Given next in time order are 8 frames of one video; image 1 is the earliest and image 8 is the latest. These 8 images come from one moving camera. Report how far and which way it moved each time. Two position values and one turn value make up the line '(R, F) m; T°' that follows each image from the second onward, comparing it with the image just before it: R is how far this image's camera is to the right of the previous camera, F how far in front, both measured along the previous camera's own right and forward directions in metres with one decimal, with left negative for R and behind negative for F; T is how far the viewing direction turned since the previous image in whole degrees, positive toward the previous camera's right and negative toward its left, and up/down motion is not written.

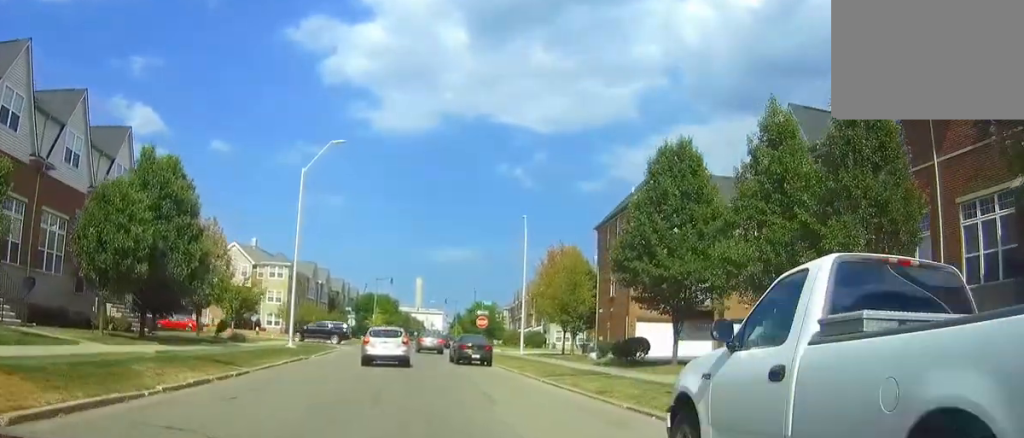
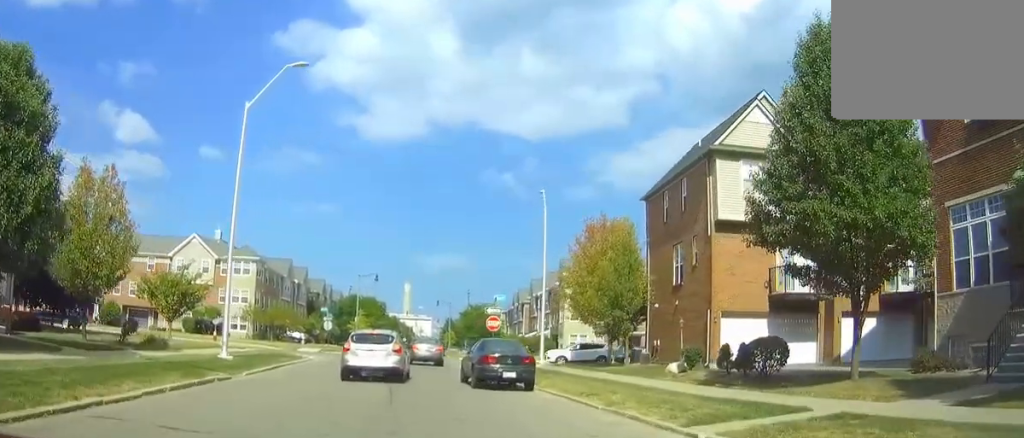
(+0.4, +12.3) m; +2°
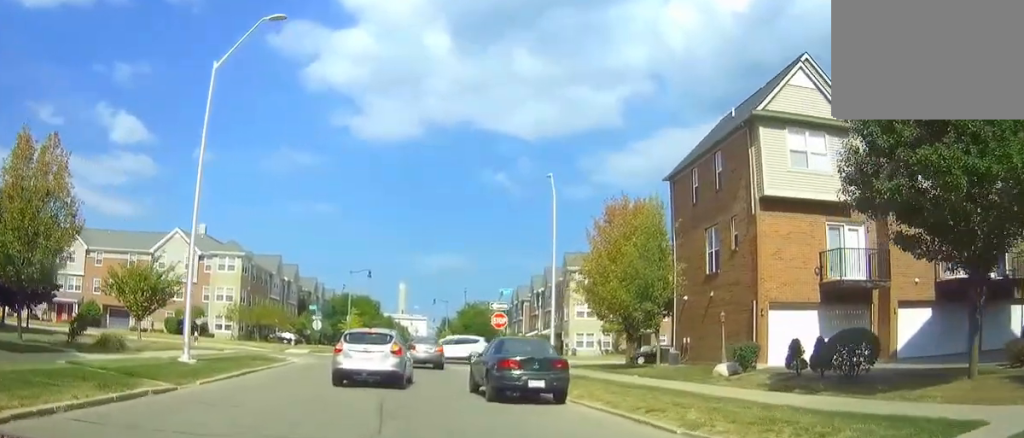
(-0.1, +4.0) m; 0°
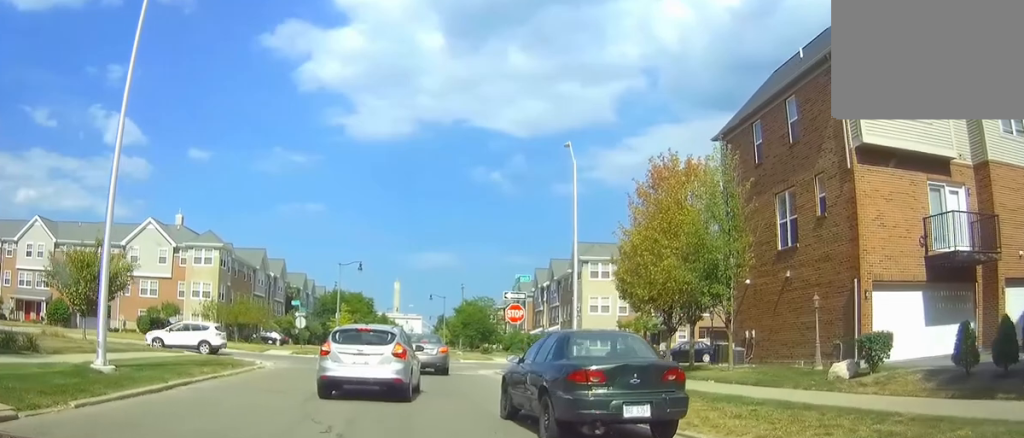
(0.0, +6.0) m; -1°
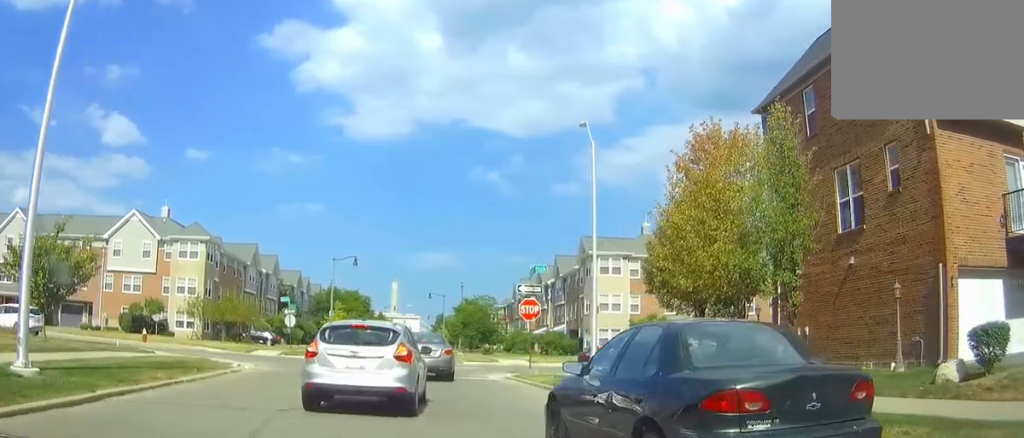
(0.0, +3.6) m; -1°
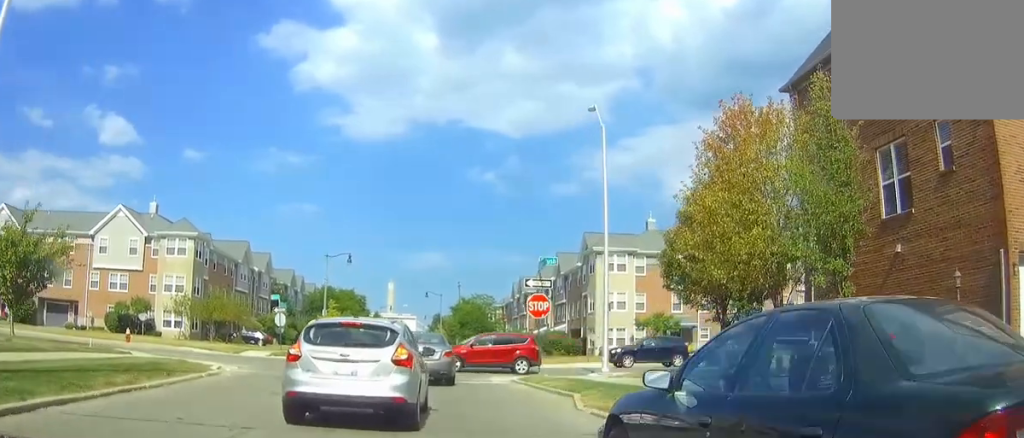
(-0.1, +2.2) m; -1°
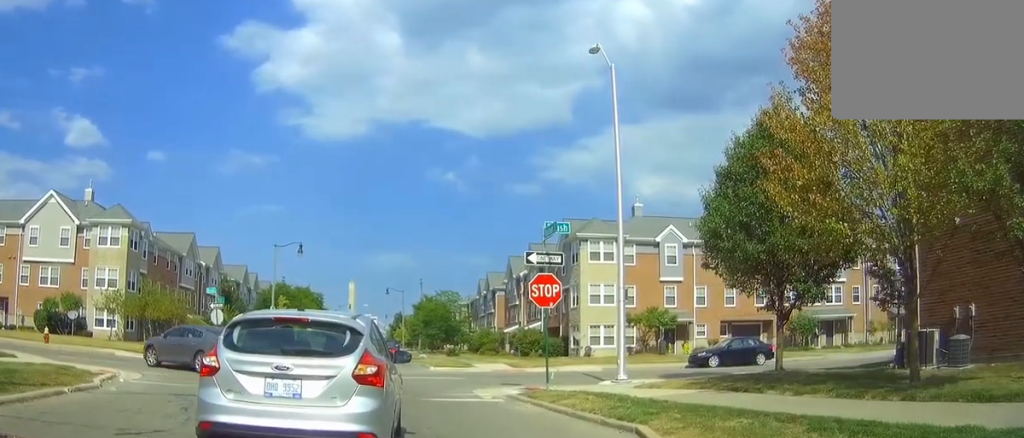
(0.0, +8.0) m; +1°
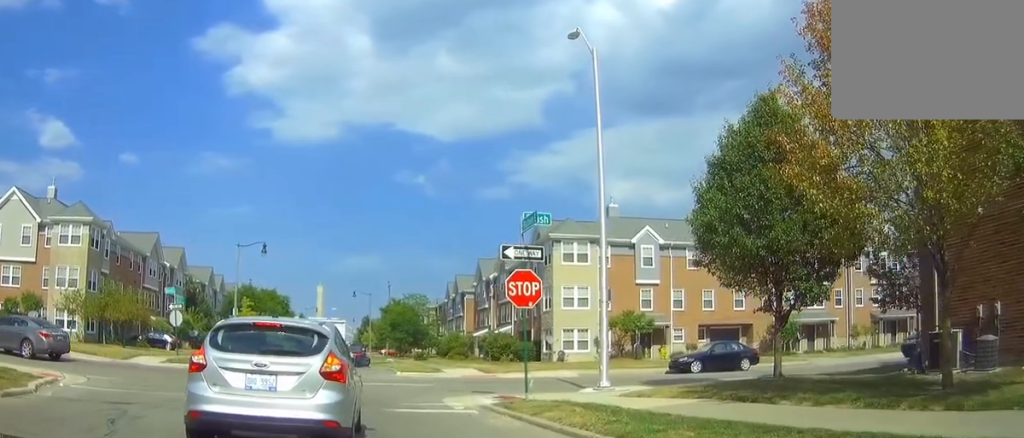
(0.0, +1.8) m; +3°
